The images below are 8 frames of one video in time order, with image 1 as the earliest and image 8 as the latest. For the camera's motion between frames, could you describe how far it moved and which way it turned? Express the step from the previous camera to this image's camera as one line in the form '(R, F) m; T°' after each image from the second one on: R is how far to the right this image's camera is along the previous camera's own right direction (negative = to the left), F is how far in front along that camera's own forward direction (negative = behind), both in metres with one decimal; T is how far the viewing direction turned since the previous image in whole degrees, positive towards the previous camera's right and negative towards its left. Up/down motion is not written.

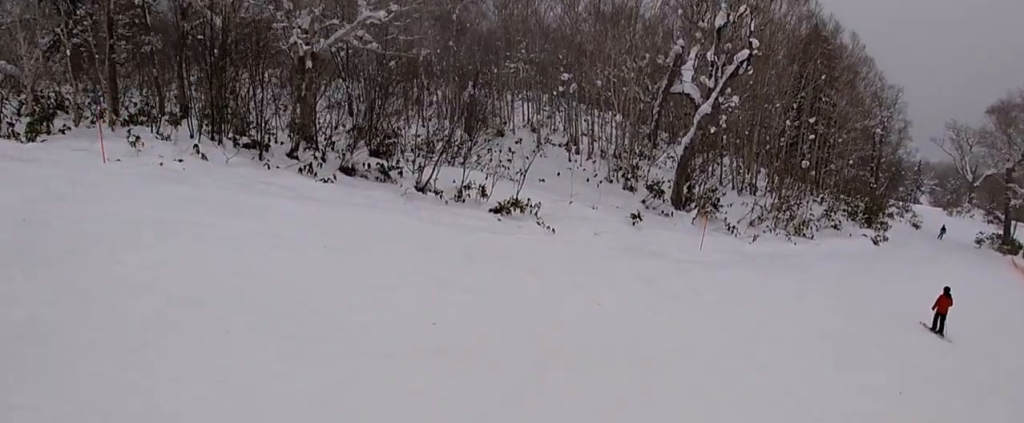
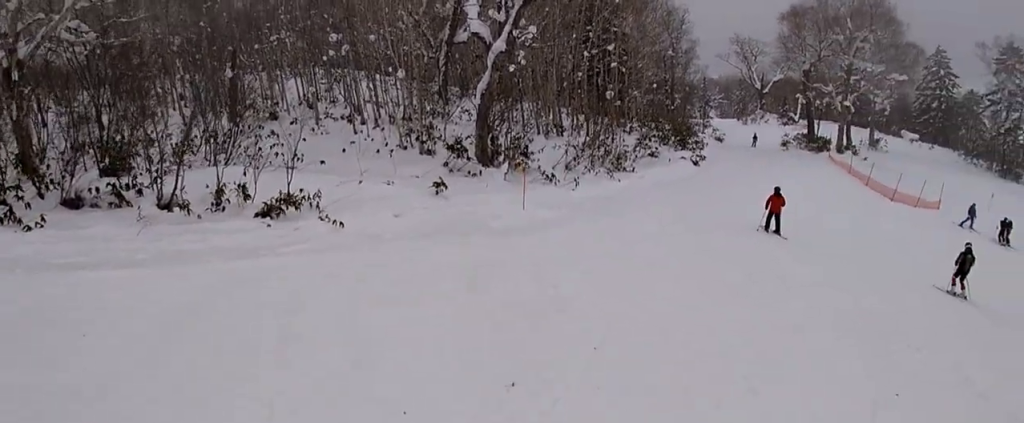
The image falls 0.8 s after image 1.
(+0.3, +5.0) m; +12°
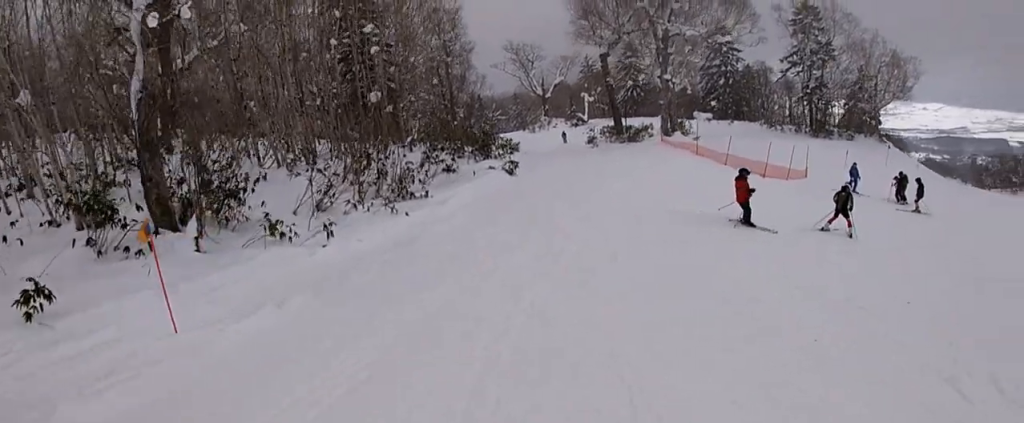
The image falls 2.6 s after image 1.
(+2.2, +12.6) m; +11°
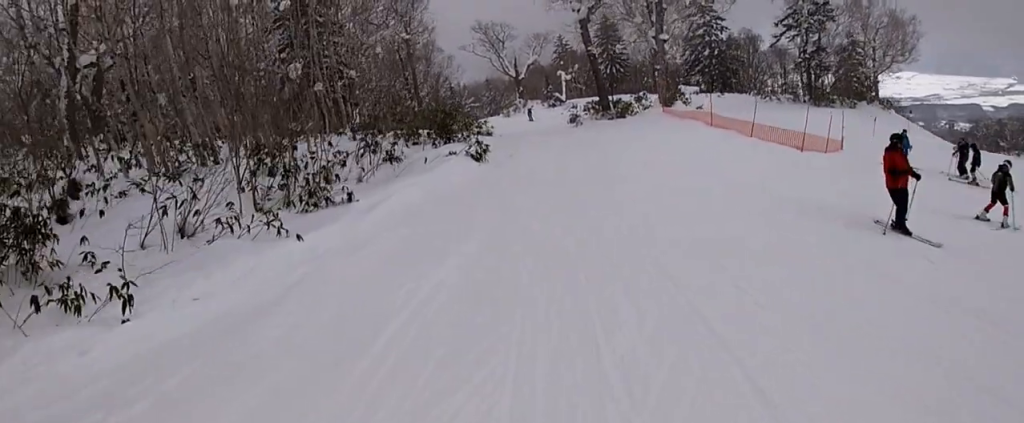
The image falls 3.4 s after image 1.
(-0.1, +6.0) m; +9°
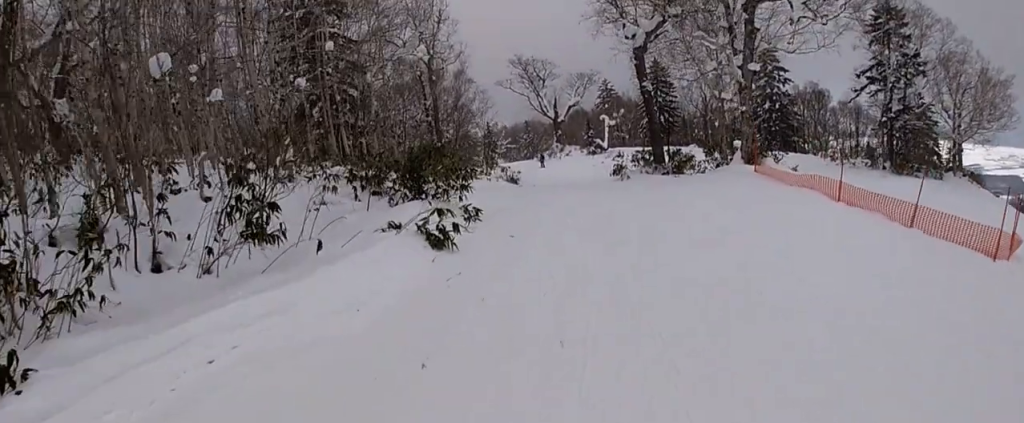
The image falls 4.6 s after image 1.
(+1.1, +8.2) m; -4°
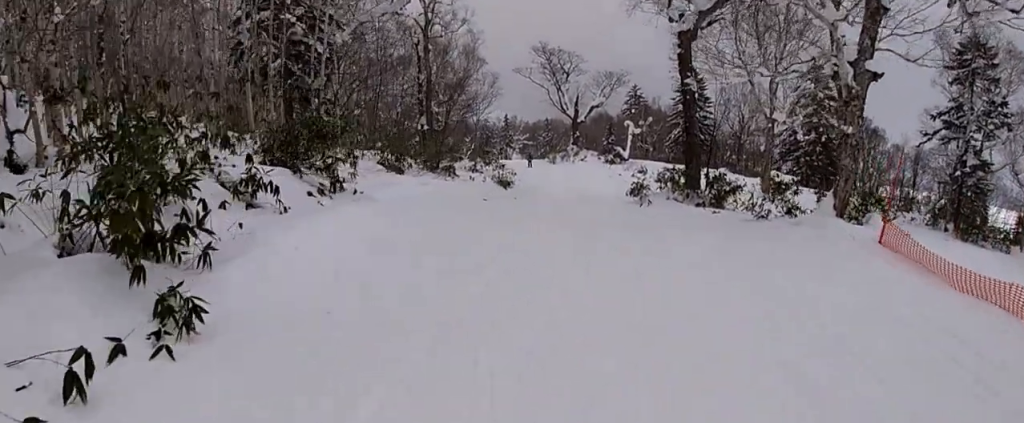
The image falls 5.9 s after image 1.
(-1.5, +8.3) m; -8°
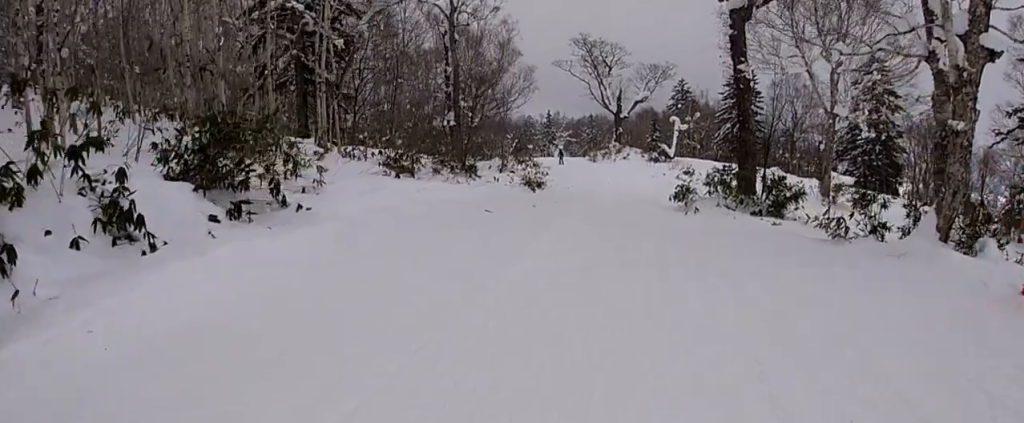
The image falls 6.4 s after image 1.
(+0.1, +3.6) m; +2°
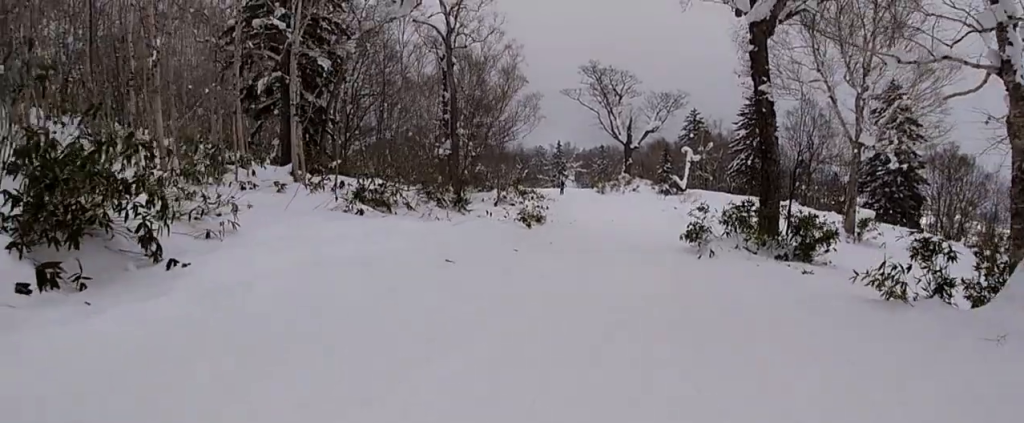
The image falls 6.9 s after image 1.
(0.0, +3.2) m; -1°
